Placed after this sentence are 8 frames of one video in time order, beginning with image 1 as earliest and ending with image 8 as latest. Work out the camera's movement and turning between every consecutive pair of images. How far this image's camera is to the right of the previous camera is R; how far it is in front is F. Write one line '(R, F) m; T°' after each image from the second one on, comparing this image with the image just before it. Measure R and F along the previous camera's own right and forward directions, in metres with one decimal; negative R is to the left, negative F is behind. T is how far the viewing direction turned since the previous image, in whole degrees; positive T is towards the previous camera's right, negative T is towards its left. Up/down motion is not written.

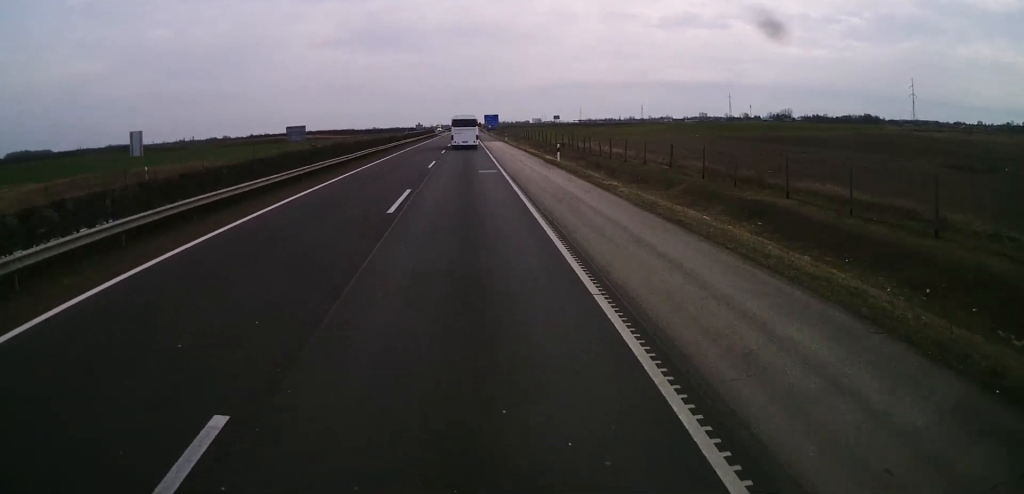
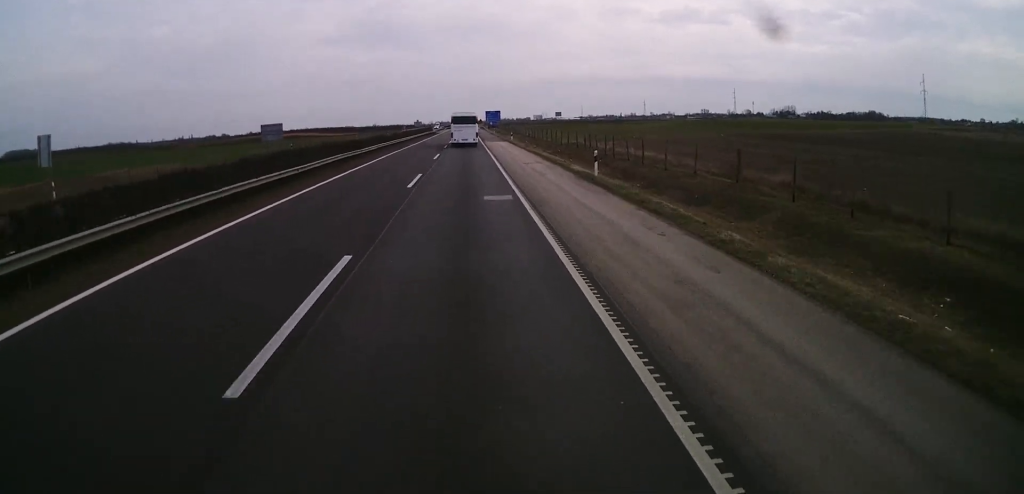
(+0.1, +11.6) m; 0°
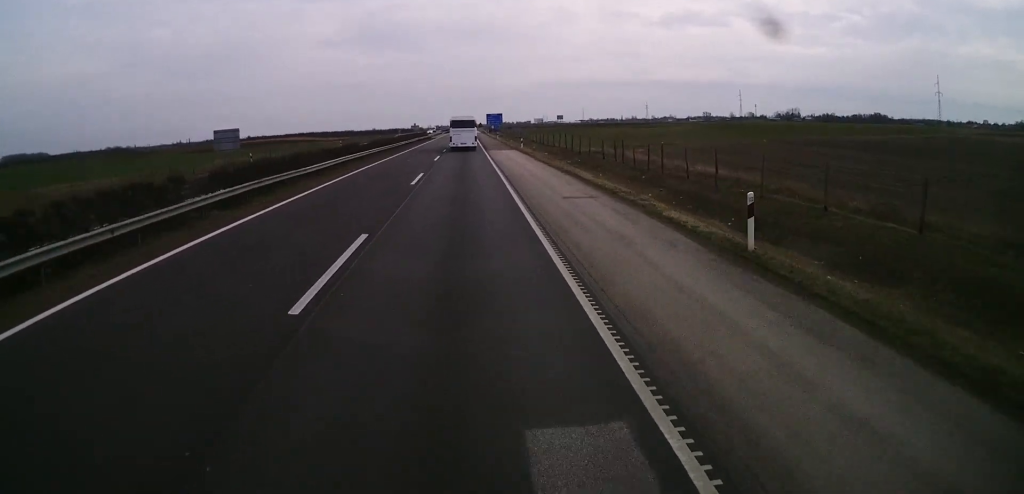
(+0.1, +15.4) m; 0°
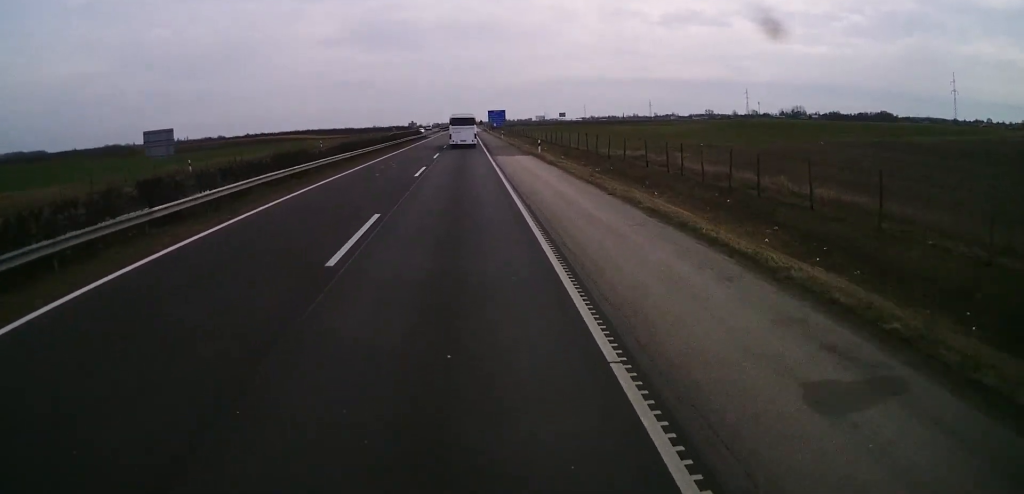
(-0.1, +15.4) m; -1°
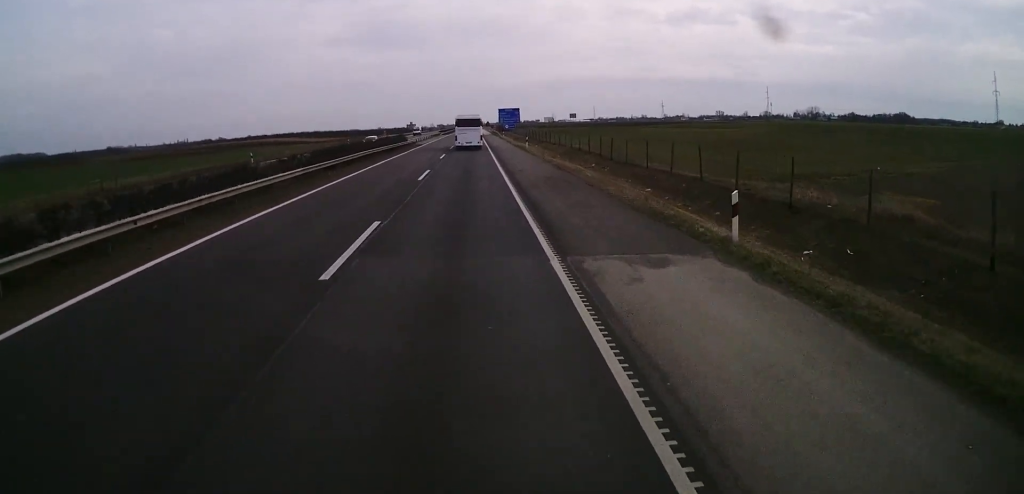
(-0.1, +33.8) m; +1°
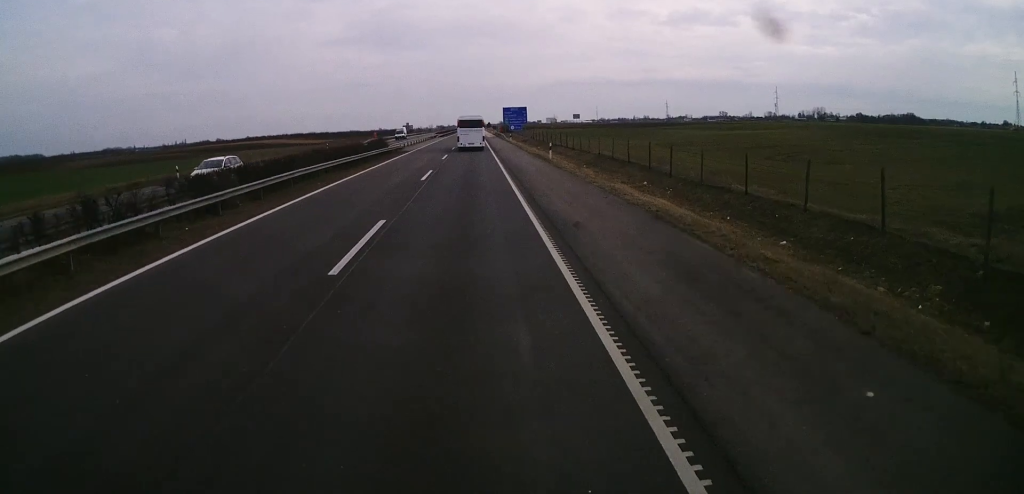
(+0.8, +17.7) m; 0°
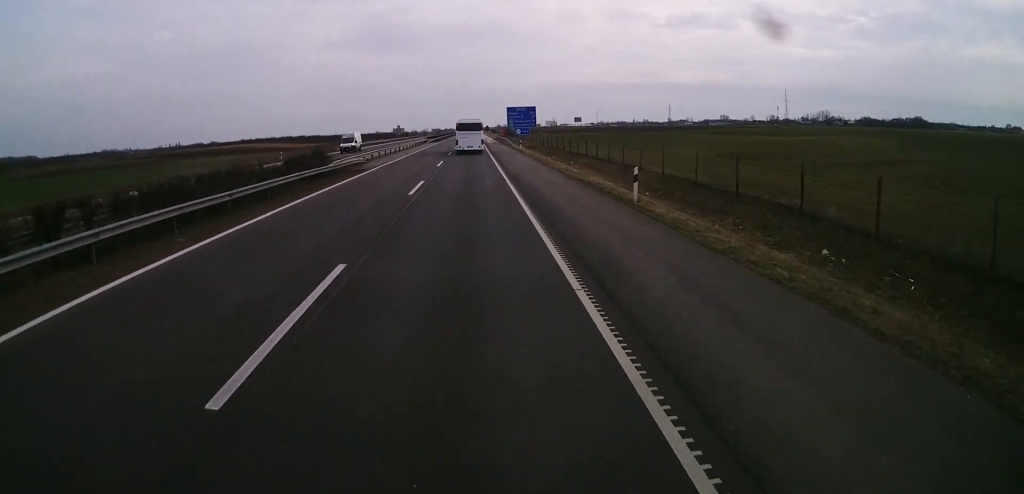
(-1.0, +23.0) m; -1°
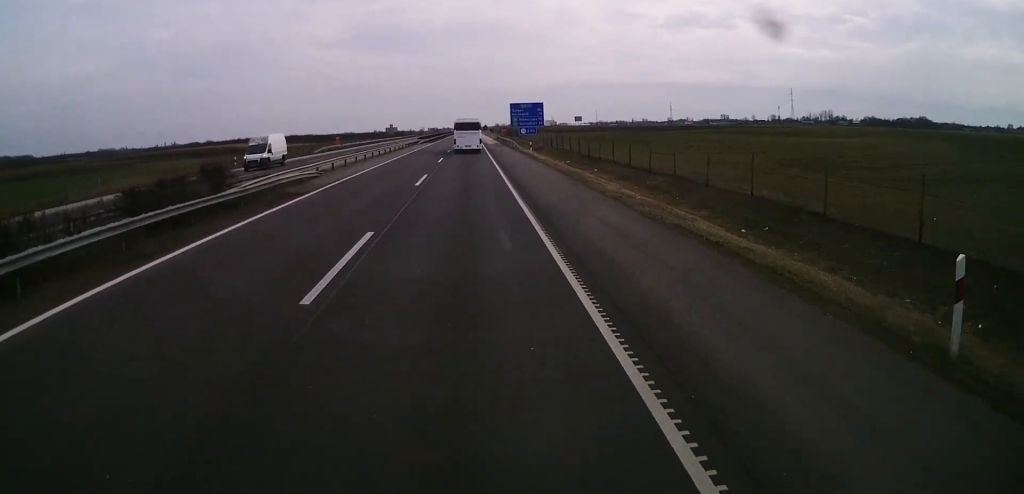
(+0.2, +14.6) m; 0°
